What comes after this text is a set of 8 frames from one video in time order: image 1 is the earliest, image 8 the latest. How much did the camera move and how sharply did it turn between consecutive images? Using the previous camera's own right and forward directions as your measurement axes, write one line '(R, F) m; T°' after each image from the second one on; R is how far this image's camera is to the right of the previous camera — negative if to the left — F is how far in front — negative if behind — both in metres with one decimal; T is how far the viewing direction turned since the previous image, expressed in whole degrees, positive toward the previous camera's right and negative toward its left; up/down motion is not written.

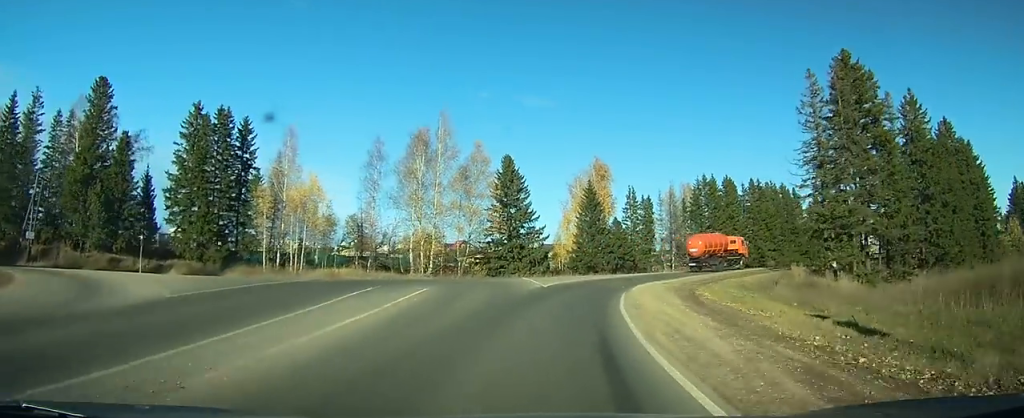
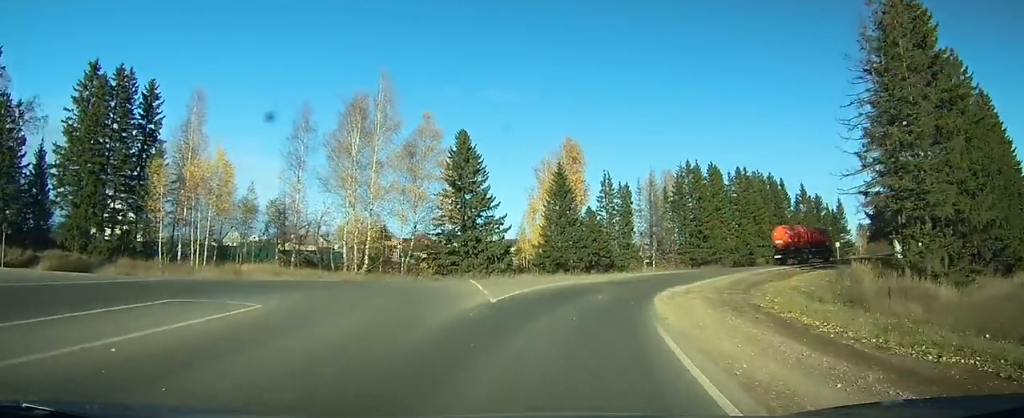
(-0.1, +12.8) m; +2°
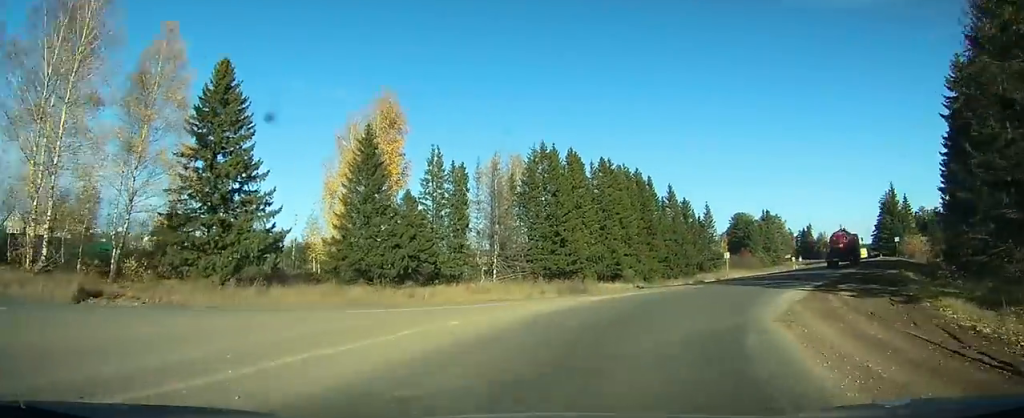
(+1.0, +24.2) m; +8°
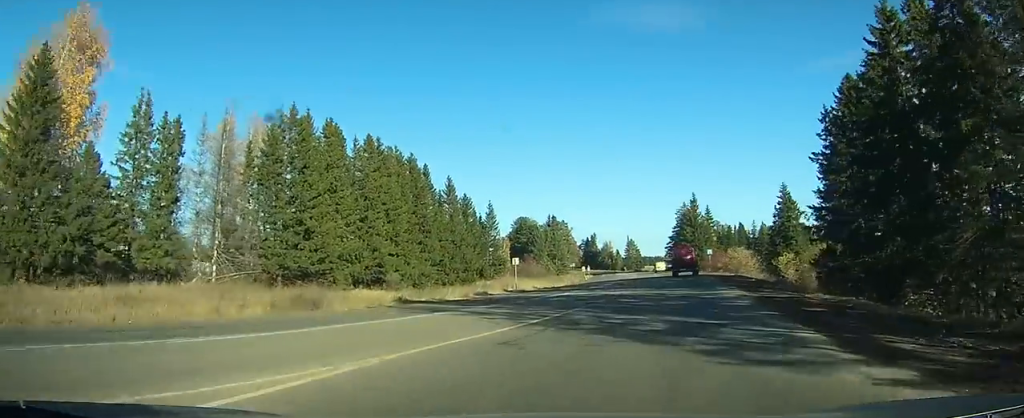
(+1.1, +17.4) m; +9°
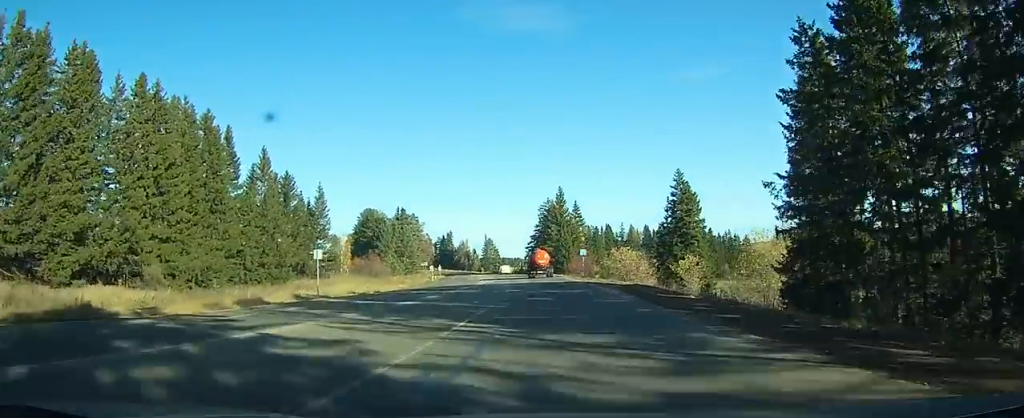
(+1.7, +19.8) m; +13°
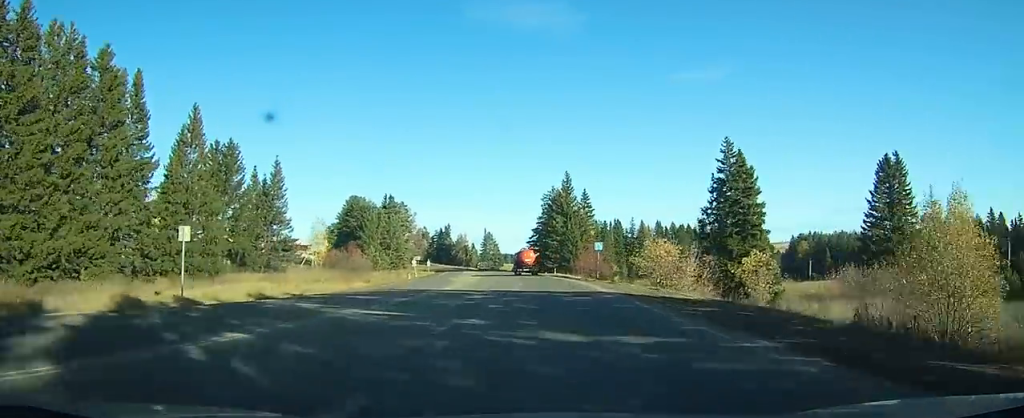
(+1.8, +17.4) m; +12°
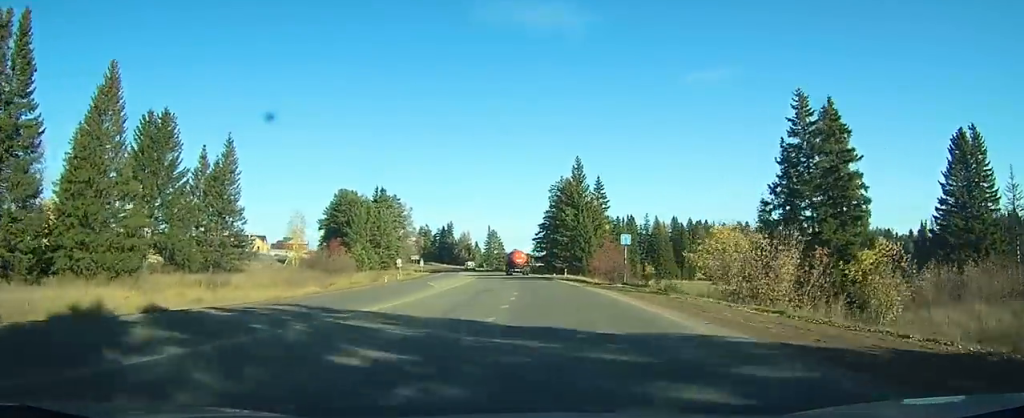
(+1.4, +14.0) m; +6°
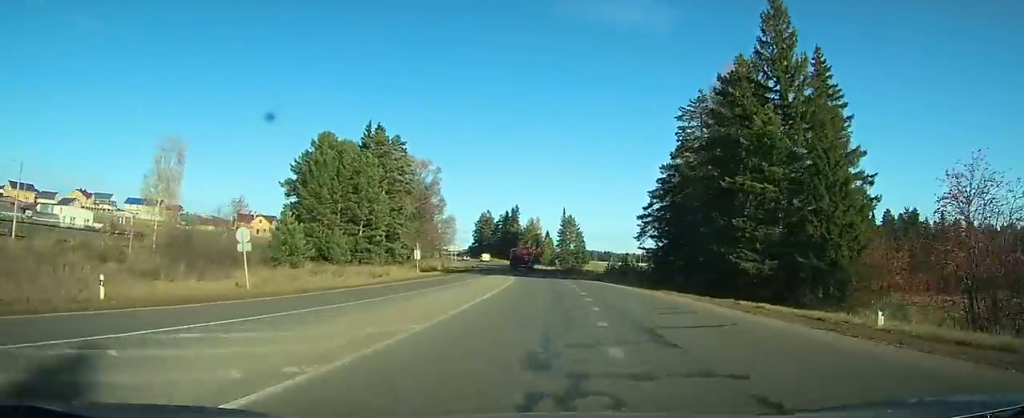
(+5.1, +55.4) m; +3°
